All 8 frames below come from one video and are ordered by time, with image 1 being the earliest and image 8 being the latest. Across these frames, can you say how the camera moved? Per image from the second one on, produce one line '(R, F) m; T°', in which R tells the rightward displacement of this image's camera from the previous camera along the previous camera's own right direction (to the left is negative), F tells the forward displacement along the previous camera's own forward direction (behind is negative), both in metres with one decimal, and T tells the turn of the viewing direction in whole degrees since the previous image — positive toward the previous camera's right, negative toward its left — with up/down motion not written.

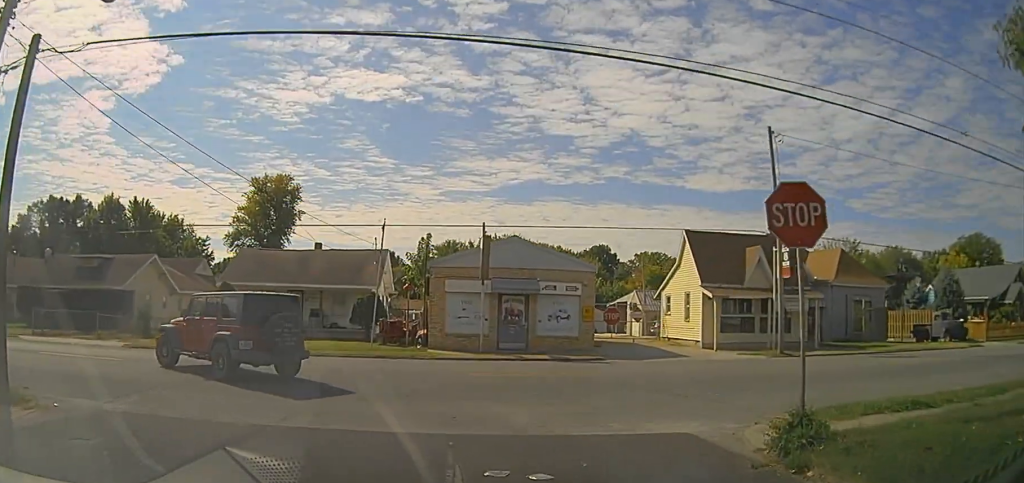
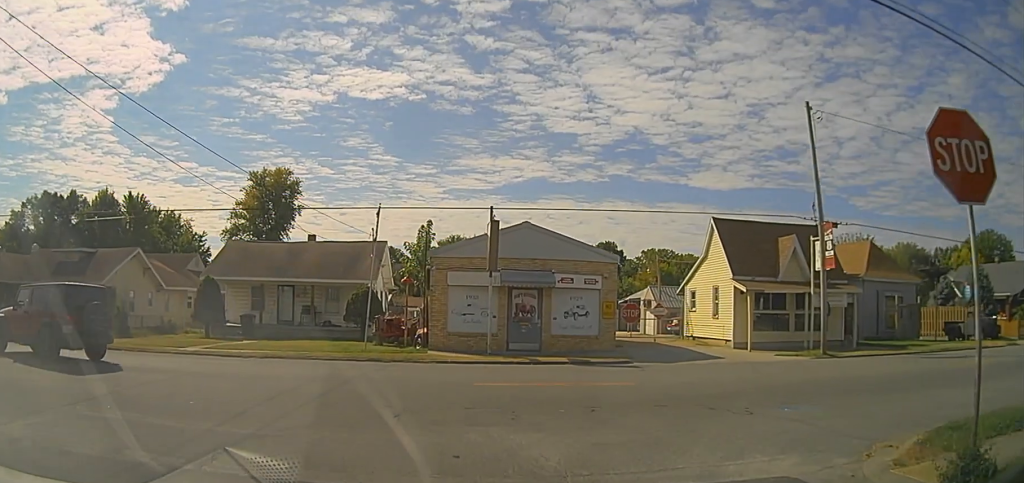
(-0.1, +3.7) m; -2°
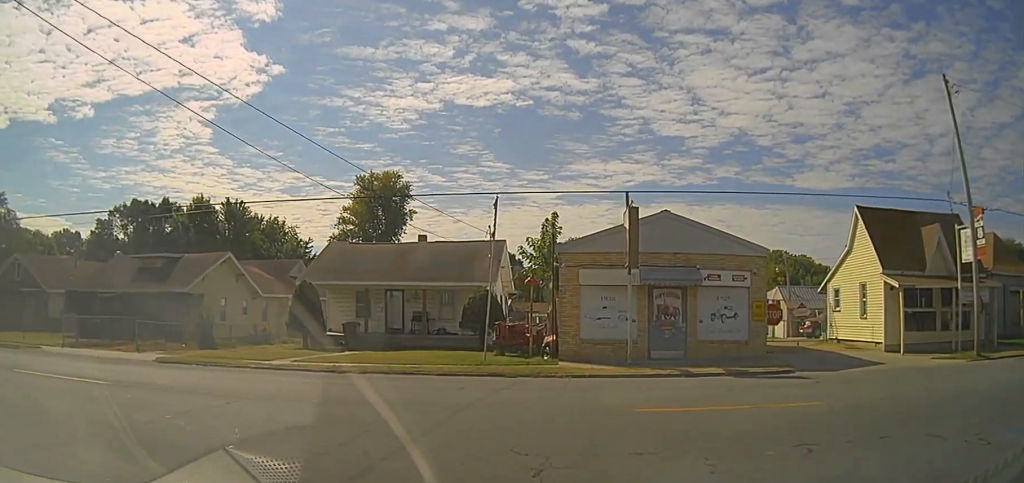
(0.0, +4.2) m; -2°
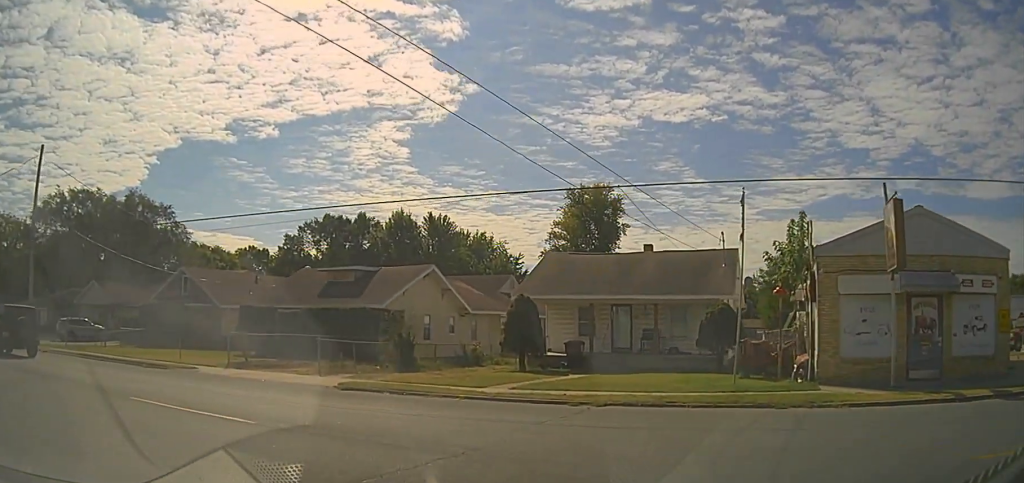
(-0.1, +3.1) m; -12°
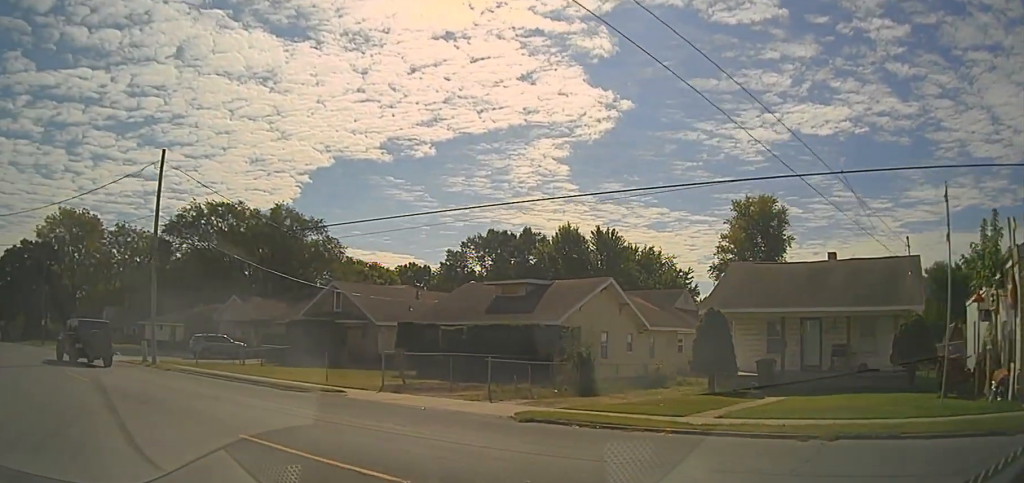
(-0.1, +2.0) m; -10°
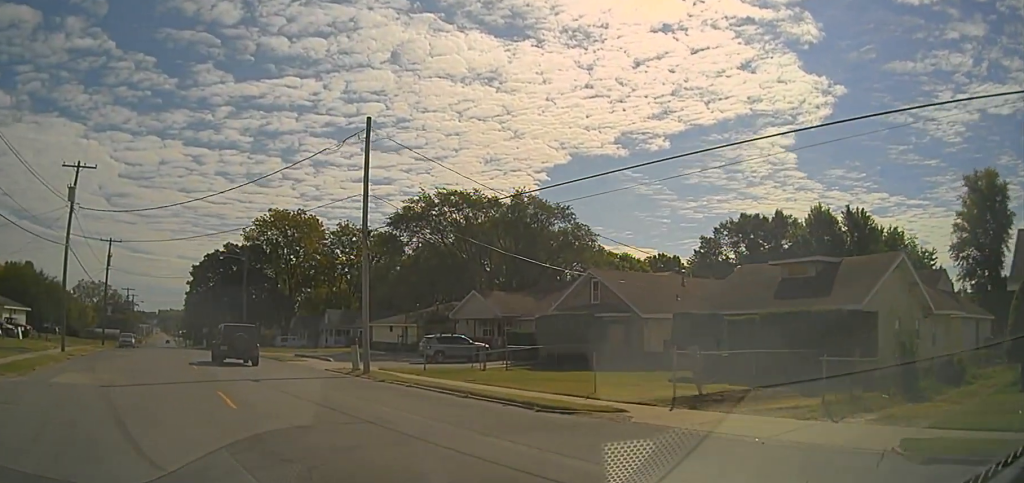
(-0.7, +3.9) m; -19°
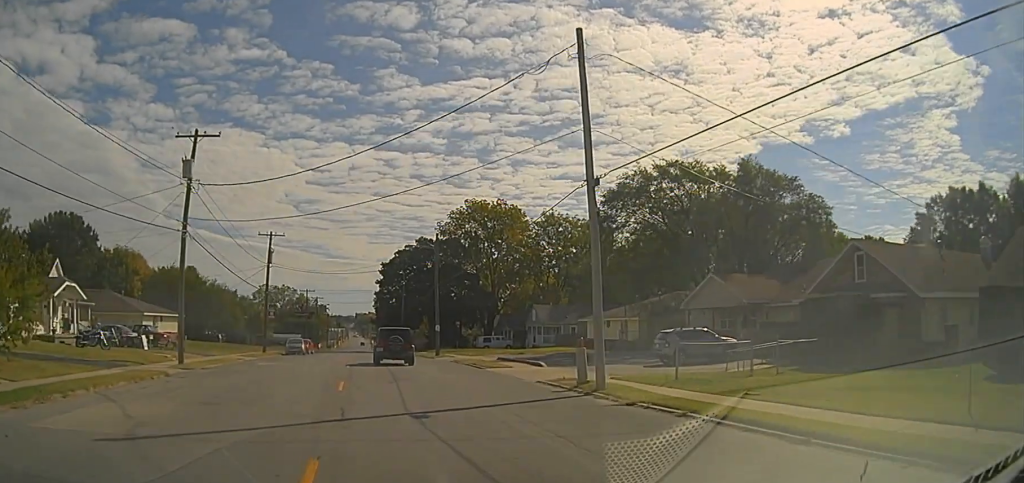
(-0.8, +6.2) m; -17°
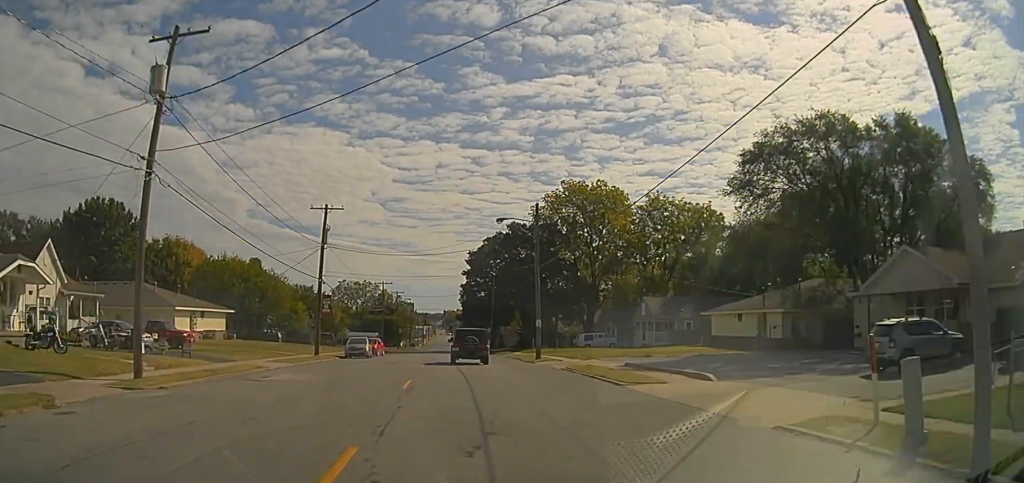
(-1.5, +9.3) m; -15°
